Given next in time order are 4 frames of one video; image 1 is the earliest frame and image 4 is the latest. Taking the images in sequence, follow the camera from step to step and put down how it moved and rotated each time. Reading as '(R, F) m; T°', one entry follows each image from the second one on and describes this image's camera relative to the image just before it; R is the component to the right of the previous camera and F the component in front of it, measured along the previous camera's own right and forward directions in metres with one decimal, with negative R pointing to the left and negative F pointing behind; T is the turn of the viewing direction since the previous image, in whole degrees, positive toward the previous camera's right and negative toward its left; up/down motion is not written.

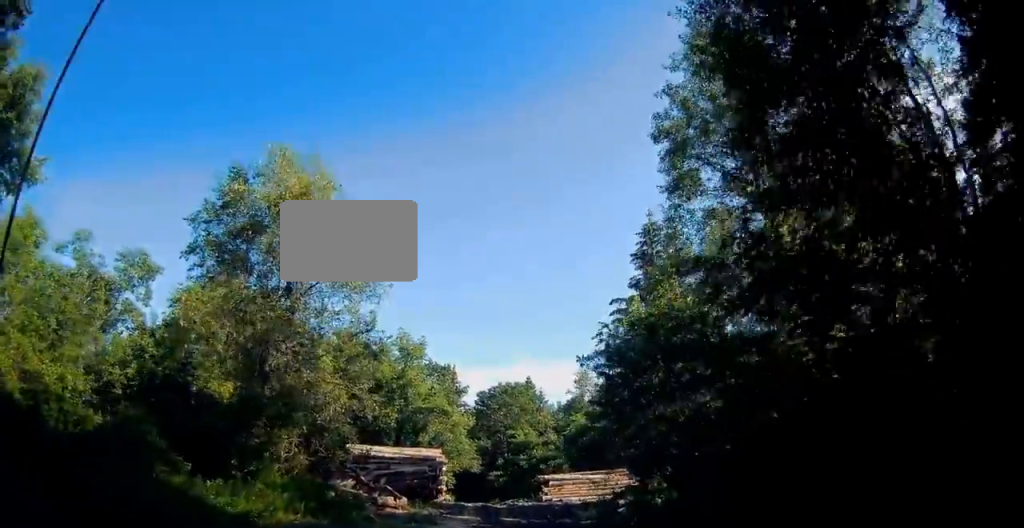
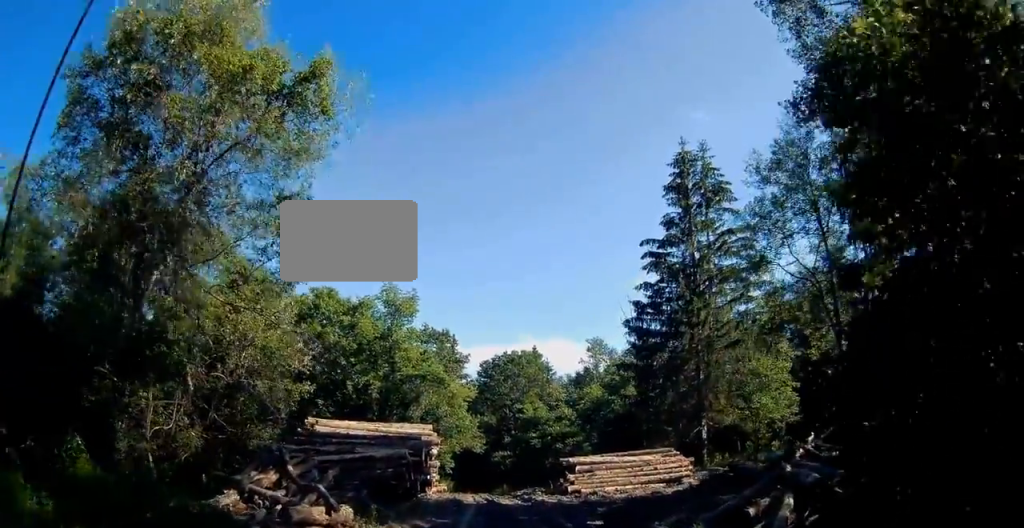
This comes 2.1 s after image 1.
(+0.6, +11.0) m; +8°
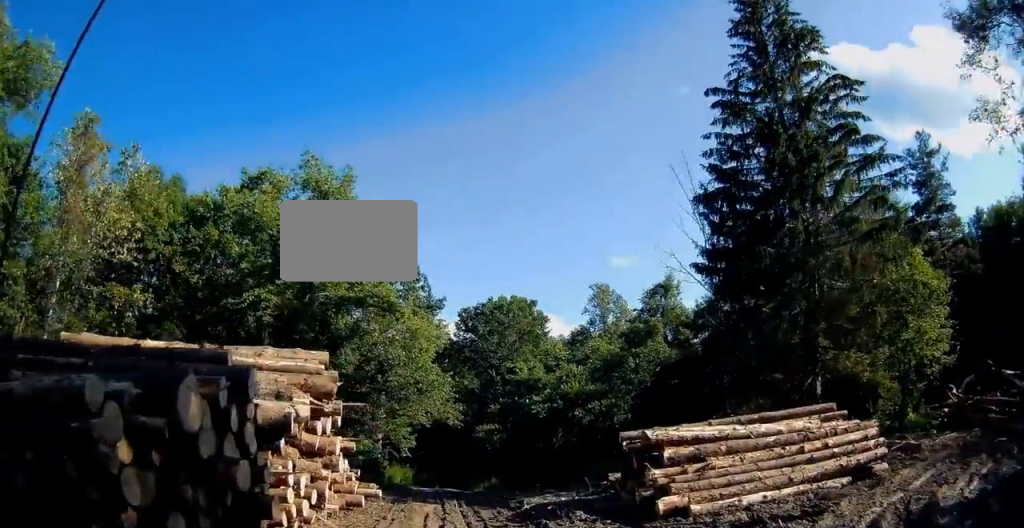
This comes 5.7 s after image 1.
(+0.7, +21.8) m; 0°
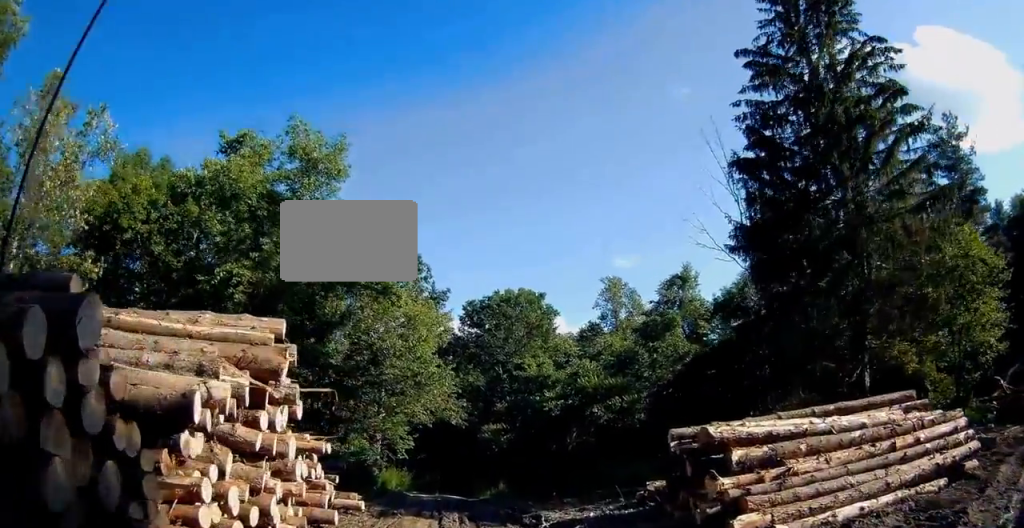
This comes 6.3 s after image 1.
(0.0, +4.1) m; 0°
